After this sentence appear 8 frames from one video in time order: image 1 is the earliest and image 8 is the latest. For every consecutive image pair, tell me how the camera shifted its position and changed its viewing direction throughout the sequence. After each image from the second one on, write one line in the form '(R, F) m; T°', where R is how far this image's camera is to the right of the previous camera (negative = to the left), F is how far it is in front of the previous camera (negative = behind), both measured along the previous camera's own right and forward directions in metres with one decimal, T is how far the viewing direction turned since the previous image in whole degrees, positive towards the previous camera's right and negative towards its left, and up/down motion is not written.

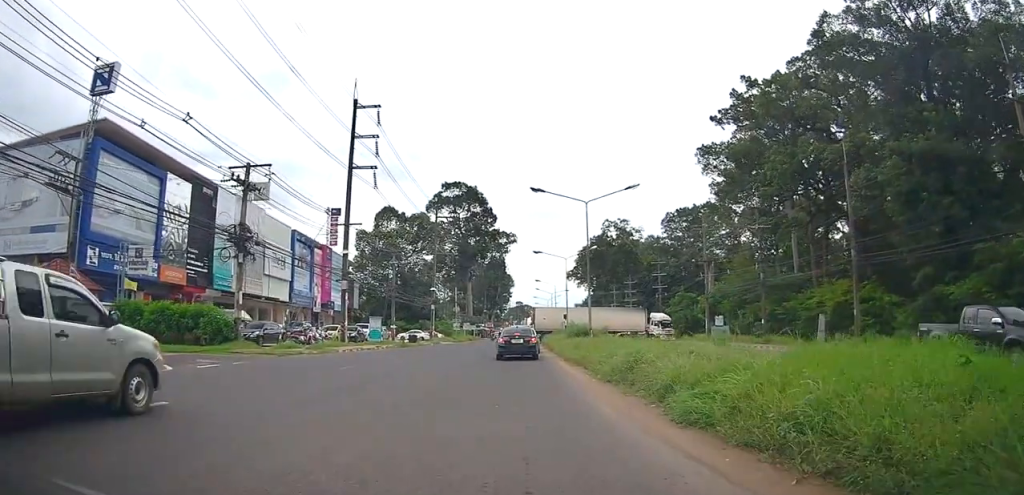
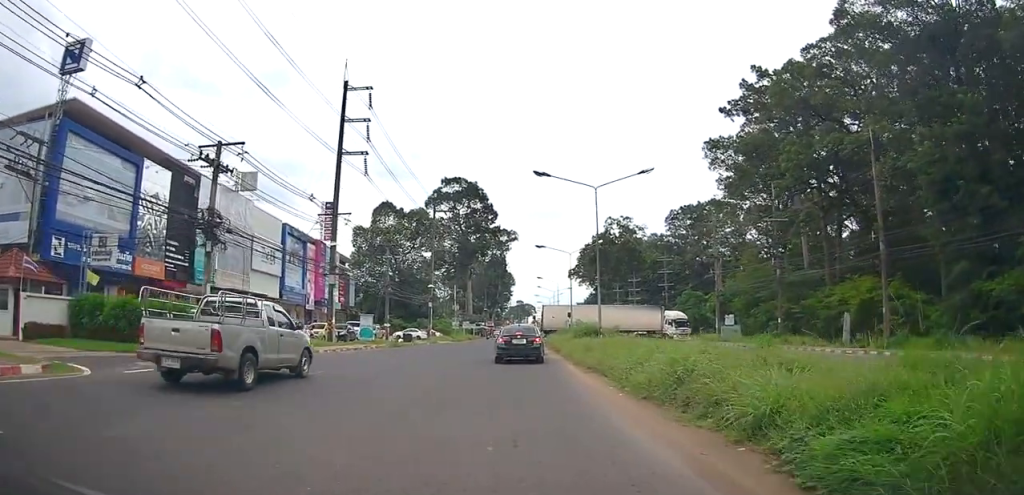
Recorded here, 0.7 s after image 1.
(+0.1, +3.3) m; +1°
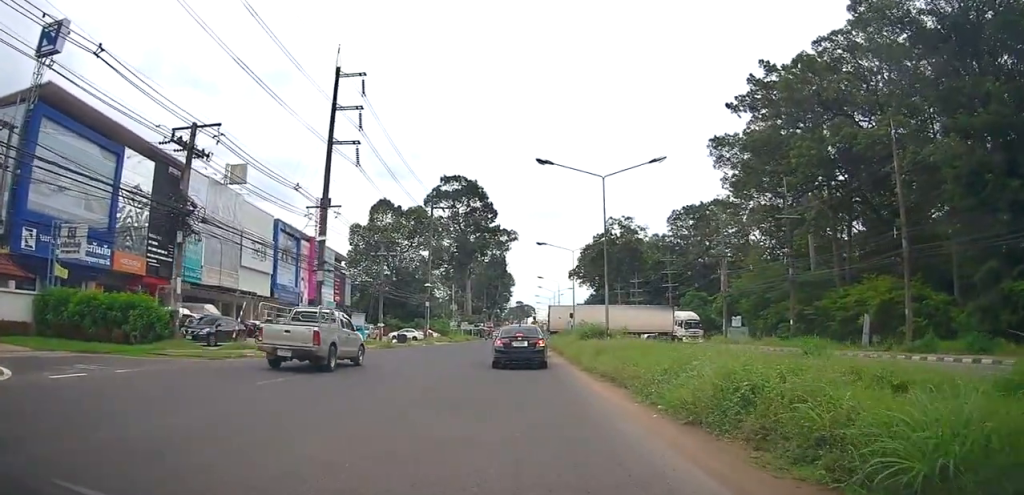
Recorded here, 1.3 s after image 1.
(0.0, +2.3) m; -1°
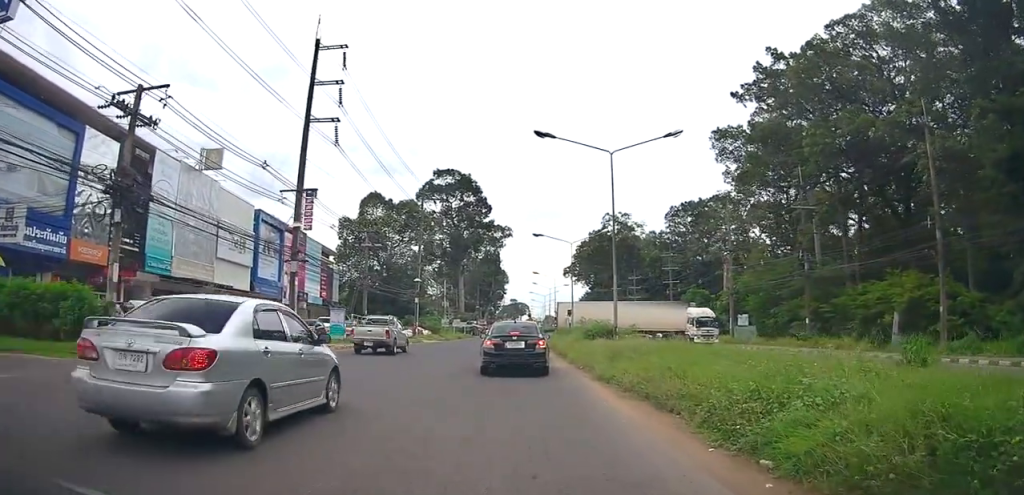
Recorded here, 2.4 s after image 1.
(-0.1, +3.8) m; -1°
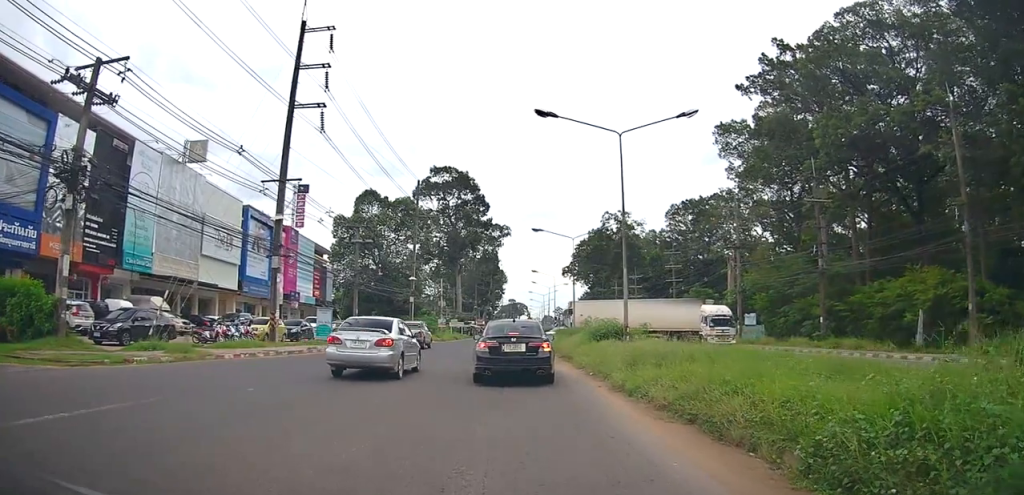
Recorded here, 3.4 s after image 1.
(0.0, +2.6) m; +1°
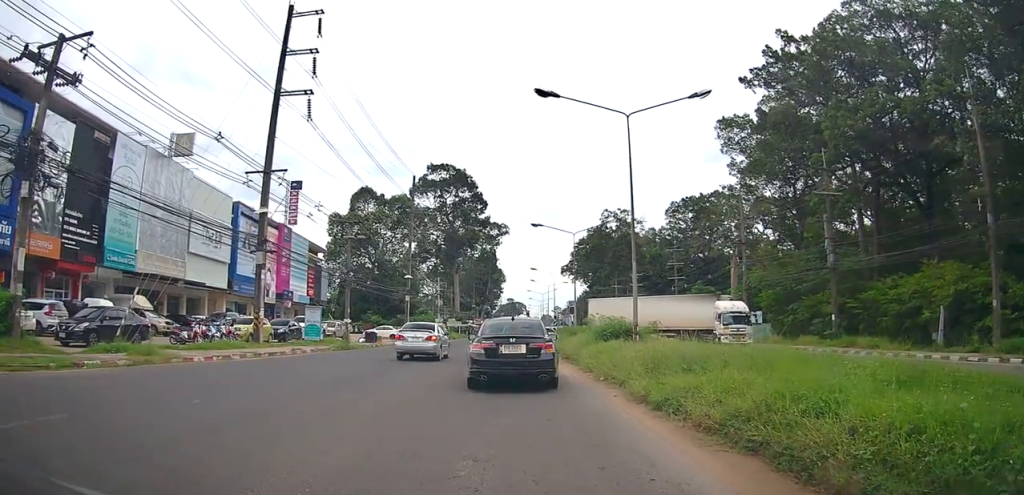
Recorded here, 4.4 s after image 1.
(0.0, +2.1) m; +3°
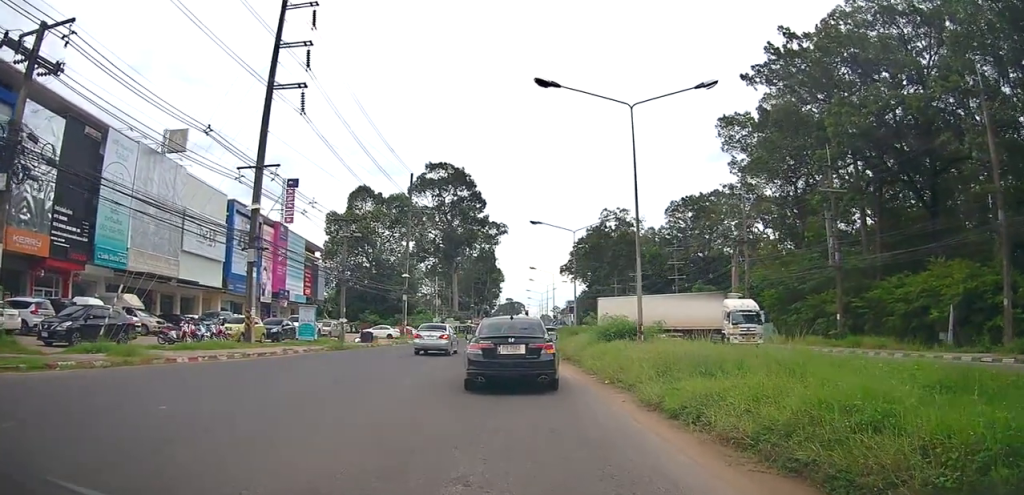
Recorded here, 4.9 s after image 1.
(0.0, +0.9) m; +1°
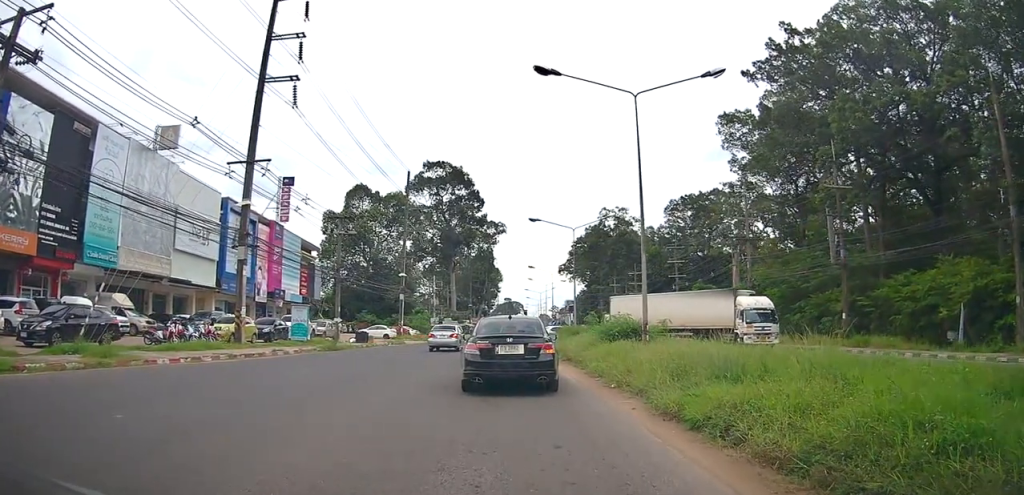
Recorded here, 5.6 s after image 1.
(0.0, +1.0) m; -1°
